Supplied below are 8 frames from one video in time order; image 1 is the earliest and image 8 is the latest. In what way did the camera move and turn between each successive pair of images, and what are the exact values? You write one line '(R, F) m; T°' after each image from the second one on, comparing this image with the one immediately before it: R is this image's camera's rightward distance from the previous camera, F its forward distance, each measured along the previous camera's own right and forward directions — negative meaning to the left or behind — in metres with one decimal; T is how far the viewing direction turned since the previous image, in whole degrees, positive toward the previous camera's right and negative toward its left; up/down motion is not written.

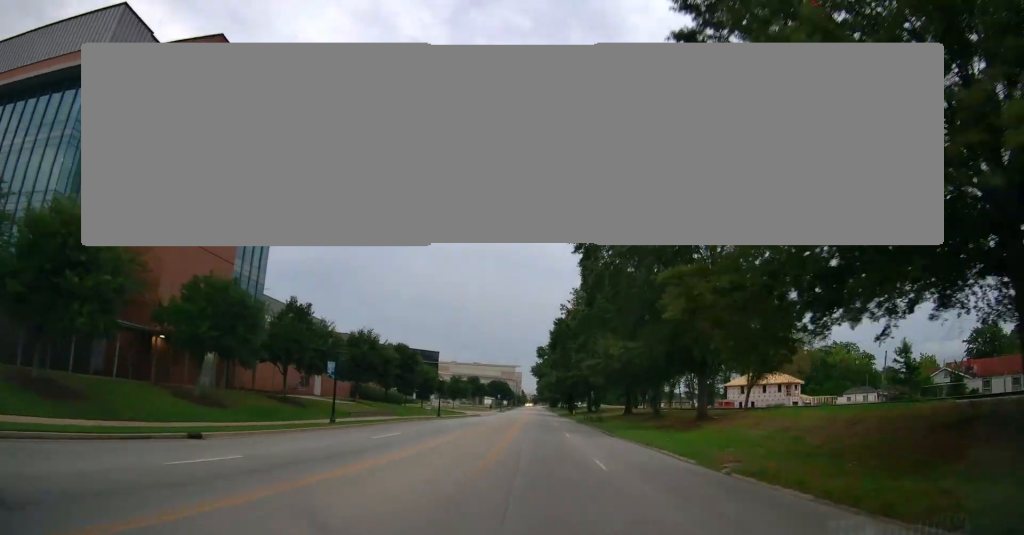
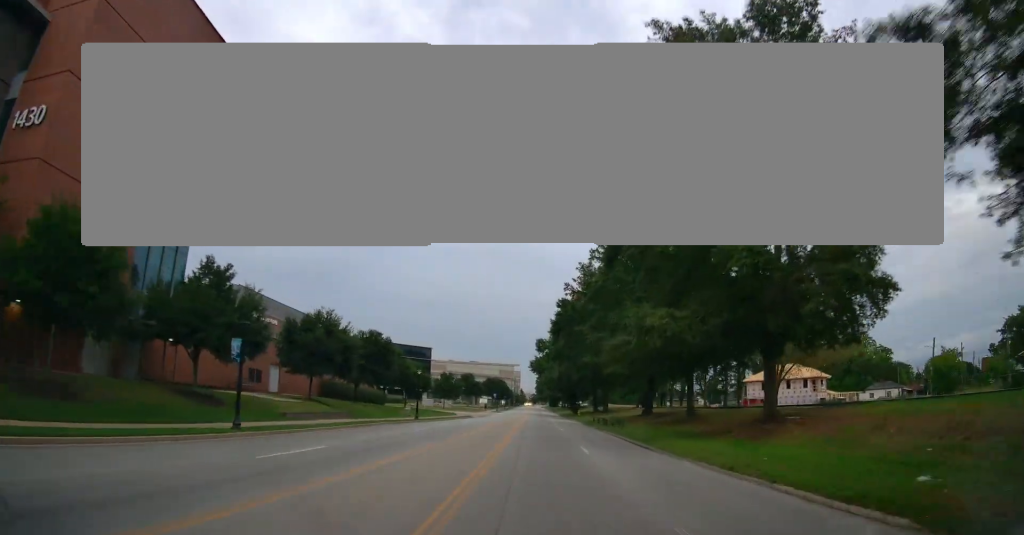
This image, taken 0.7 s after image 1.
(+0.2, +10.9) m; 0°
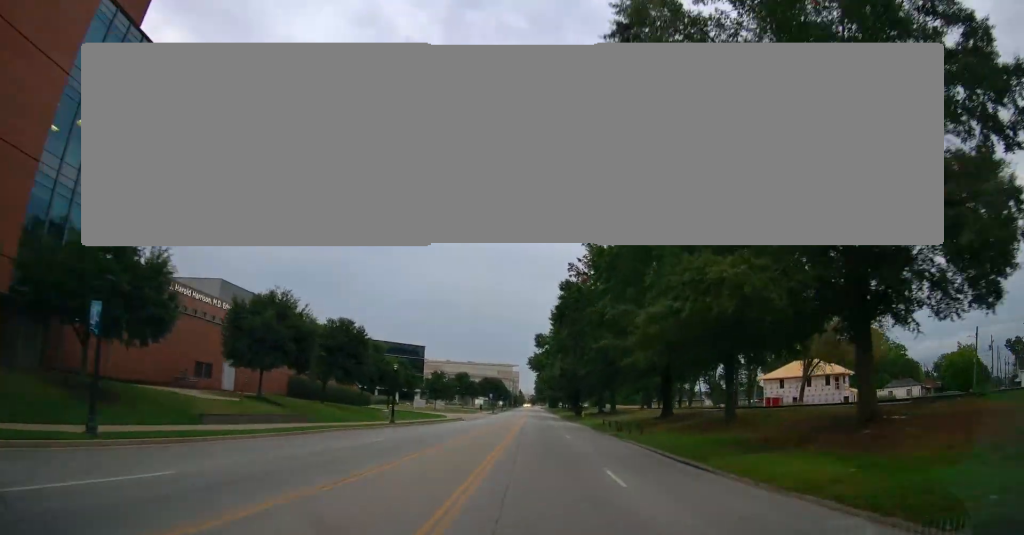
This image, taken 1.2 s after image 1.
(-0.2, +8.1) m; 0°
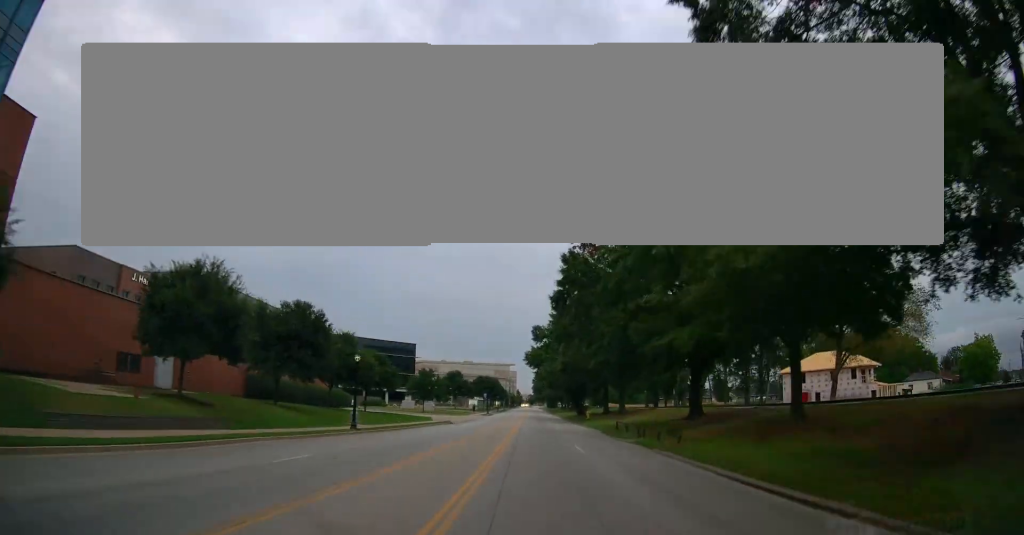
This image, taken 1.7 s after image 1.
(-0.1, +8.2) m; 0°
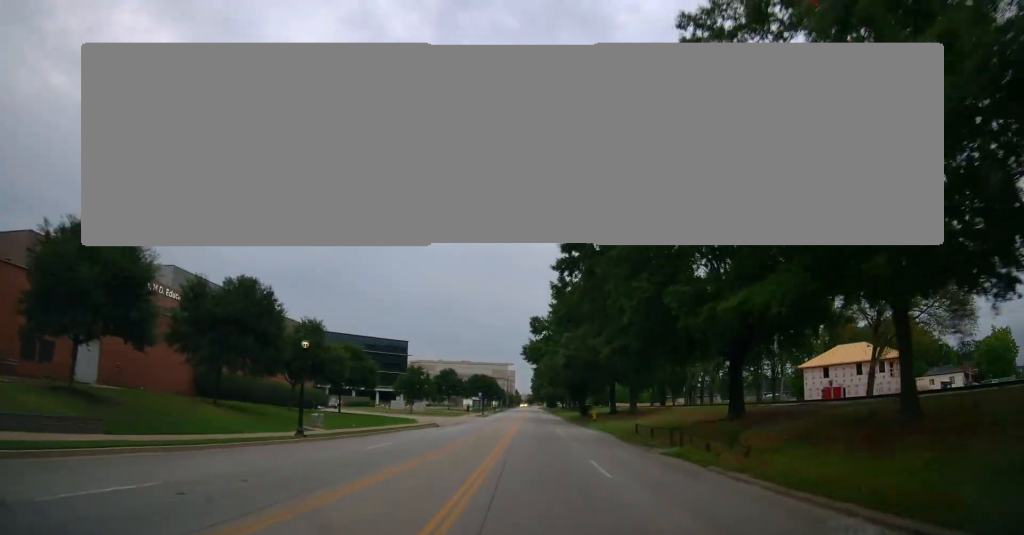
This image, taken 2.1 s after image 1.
(+0.1, +7.5) m; 0°
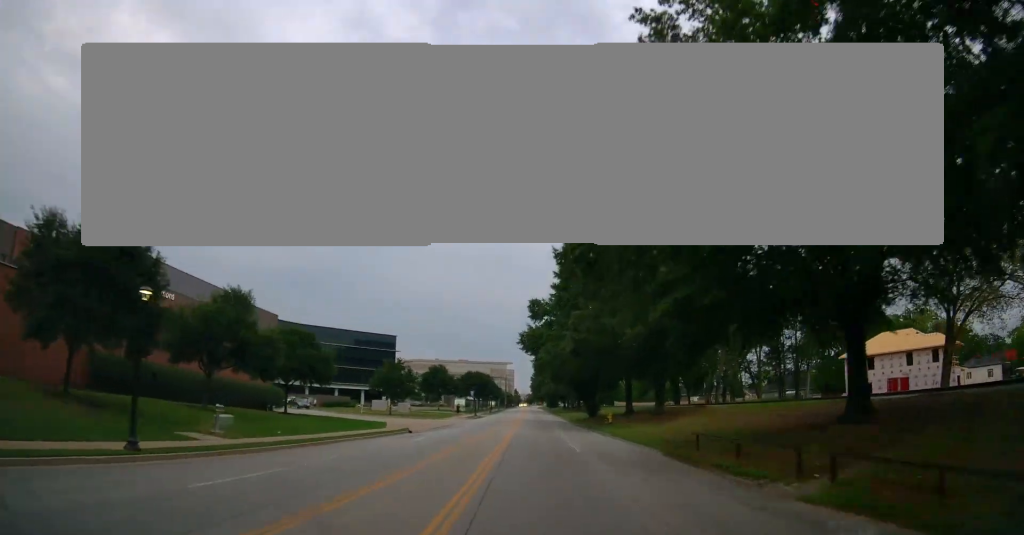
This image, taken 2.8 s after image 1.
(+0.1, +11.2) m; 0°
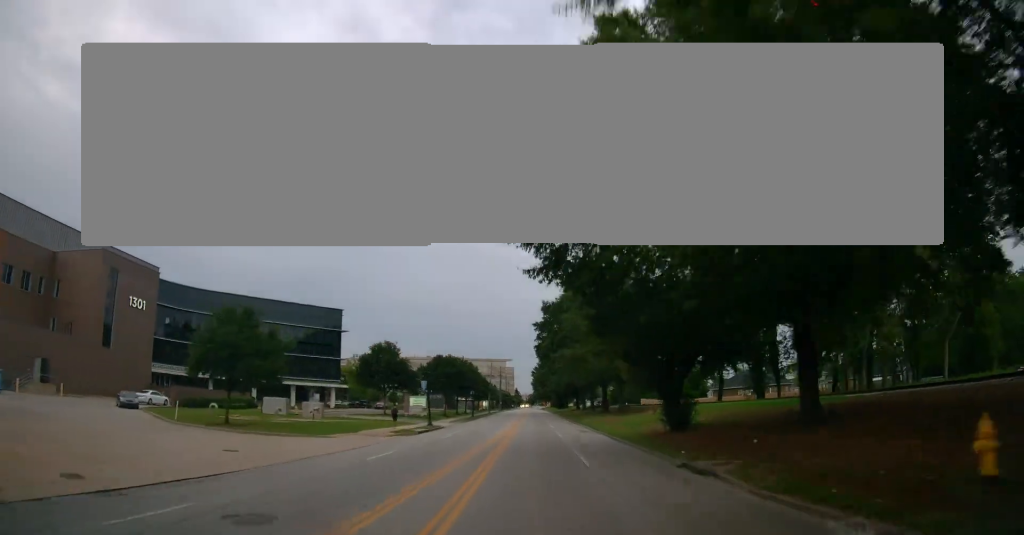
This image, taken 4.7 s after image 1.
(-0.3, +36.4) m; +1°
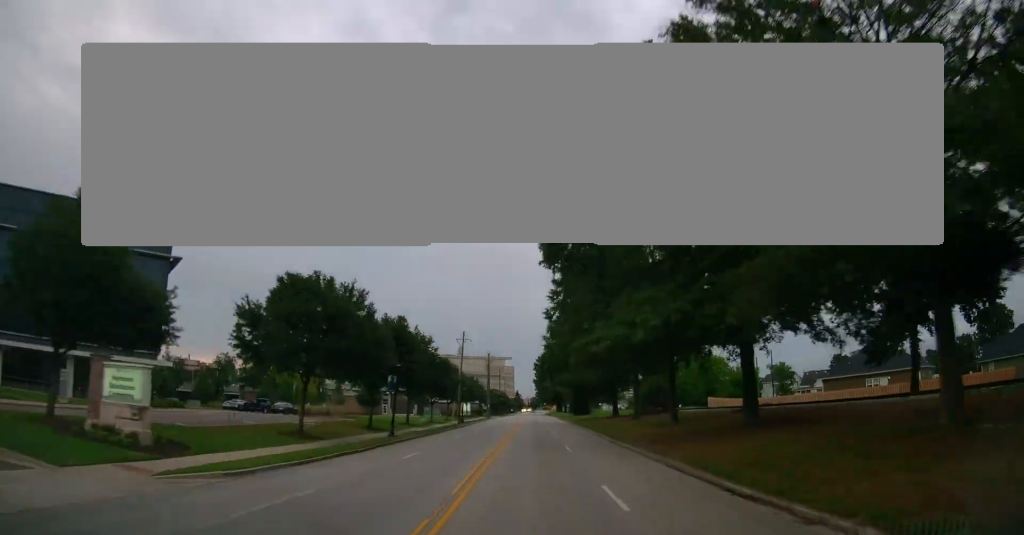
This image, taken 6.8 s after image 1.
(+1.0, +46.3) m; +1°
